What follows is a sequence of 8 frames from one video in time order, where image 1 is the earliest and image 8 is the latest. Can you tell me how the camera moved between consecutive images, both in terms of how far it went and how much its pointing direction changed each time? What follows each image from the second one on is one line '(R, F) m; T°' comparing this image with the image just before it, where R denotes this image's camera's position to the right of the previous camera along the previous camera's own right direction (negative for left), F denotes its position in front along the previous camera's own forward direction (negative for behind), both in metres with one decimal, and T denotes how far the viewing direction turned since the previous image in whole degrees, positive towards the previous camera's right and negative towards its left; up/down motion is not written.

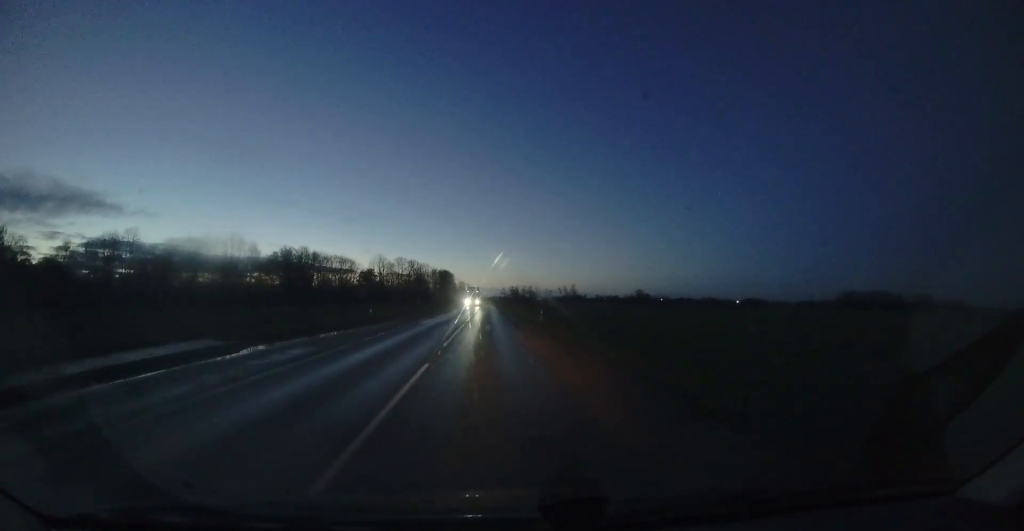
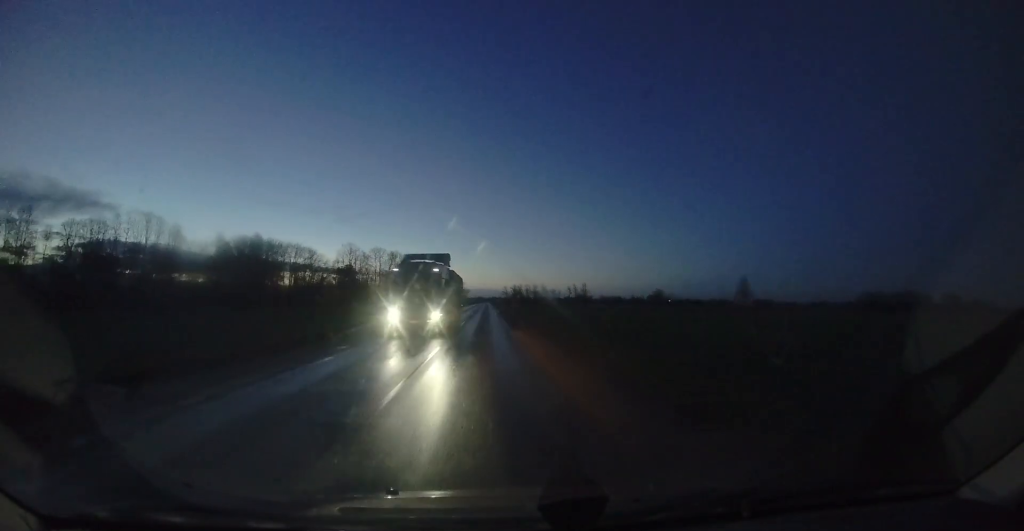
(-0.4, +32.8) m; -1°
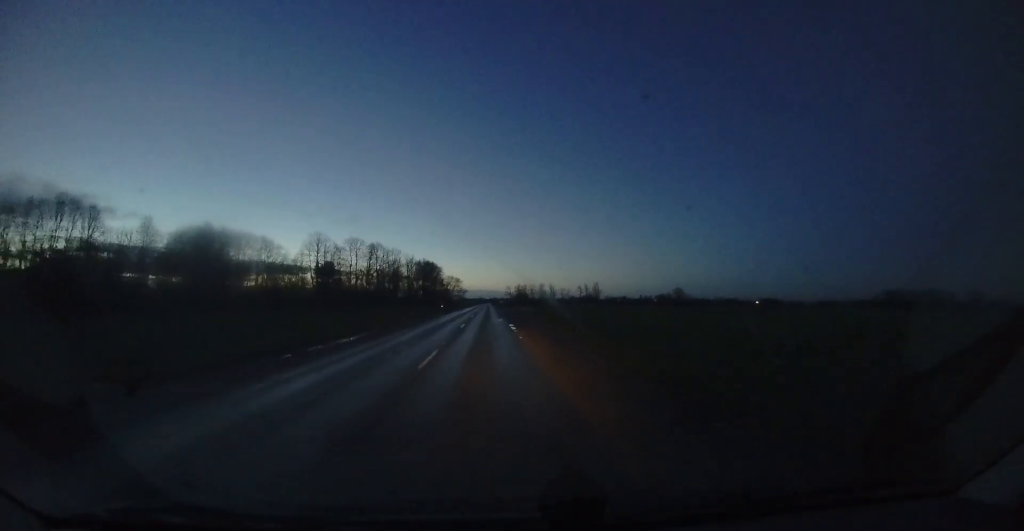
(0.0, +24.6) m; +1°
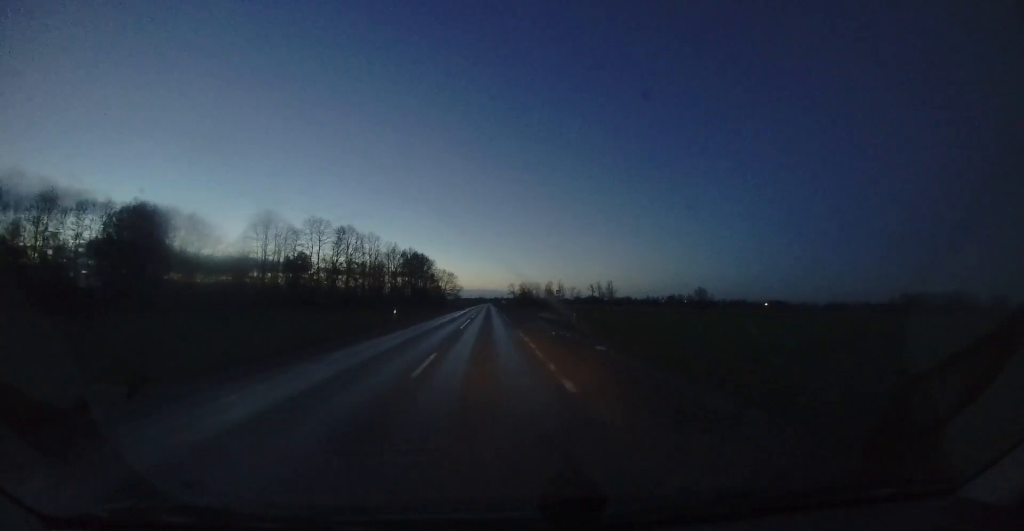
(+0.4, +24.8) m; 0°
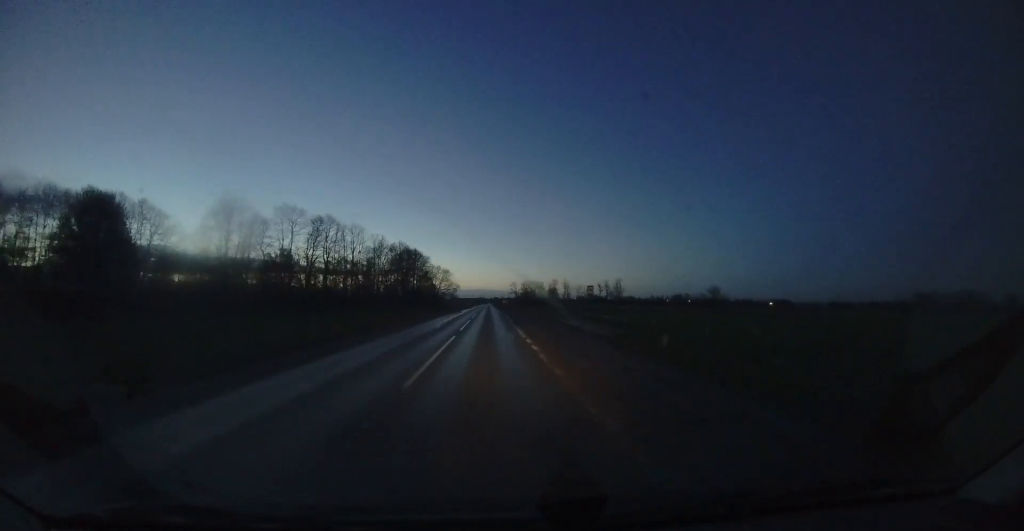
(-0.1, +12.4) m; 0°
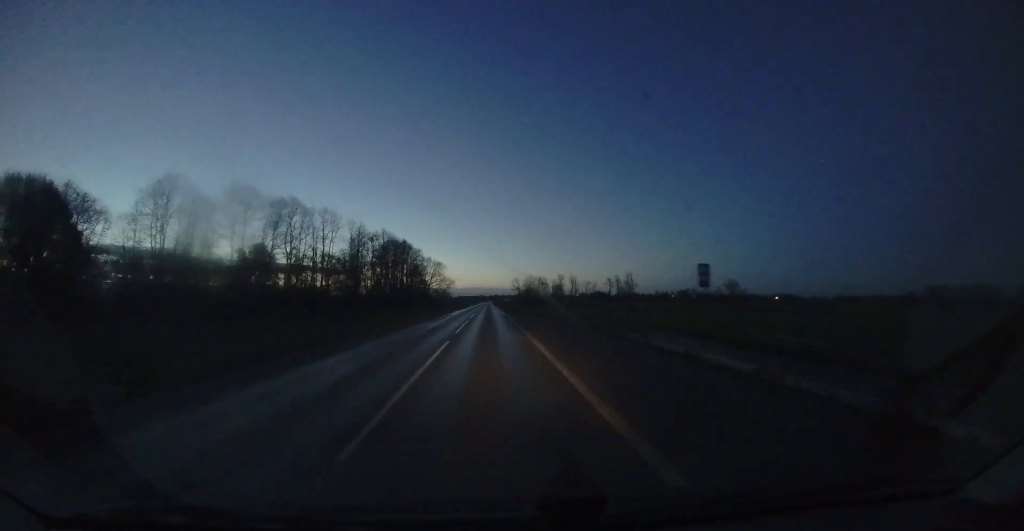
(-0.1, +14.8) m; 0°
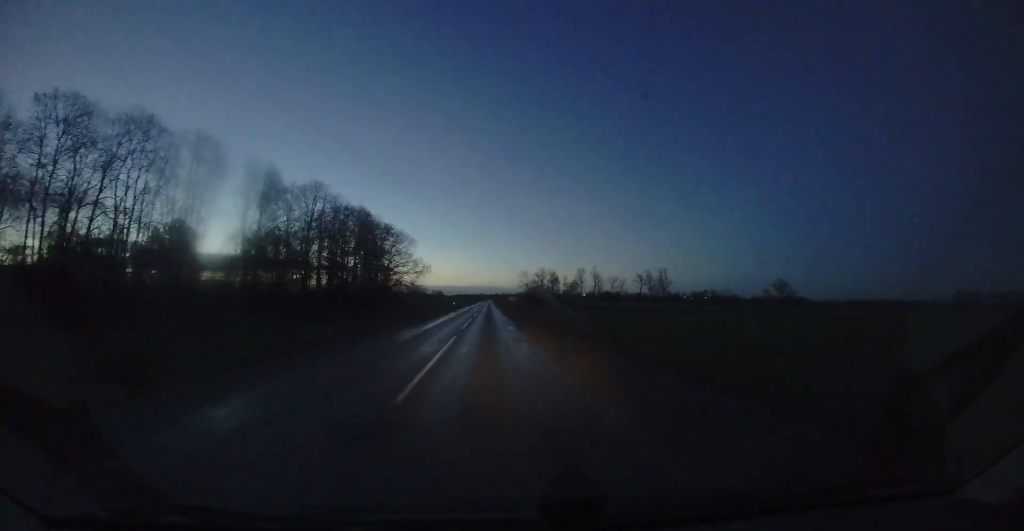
(+0.3, +33.6) m; +1°
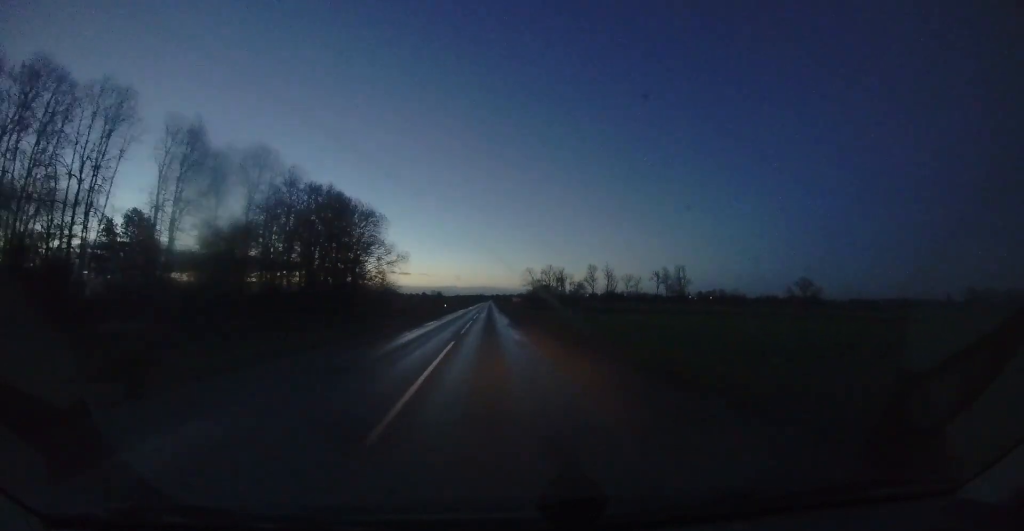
(+0.1, +13.2) m; 0°
